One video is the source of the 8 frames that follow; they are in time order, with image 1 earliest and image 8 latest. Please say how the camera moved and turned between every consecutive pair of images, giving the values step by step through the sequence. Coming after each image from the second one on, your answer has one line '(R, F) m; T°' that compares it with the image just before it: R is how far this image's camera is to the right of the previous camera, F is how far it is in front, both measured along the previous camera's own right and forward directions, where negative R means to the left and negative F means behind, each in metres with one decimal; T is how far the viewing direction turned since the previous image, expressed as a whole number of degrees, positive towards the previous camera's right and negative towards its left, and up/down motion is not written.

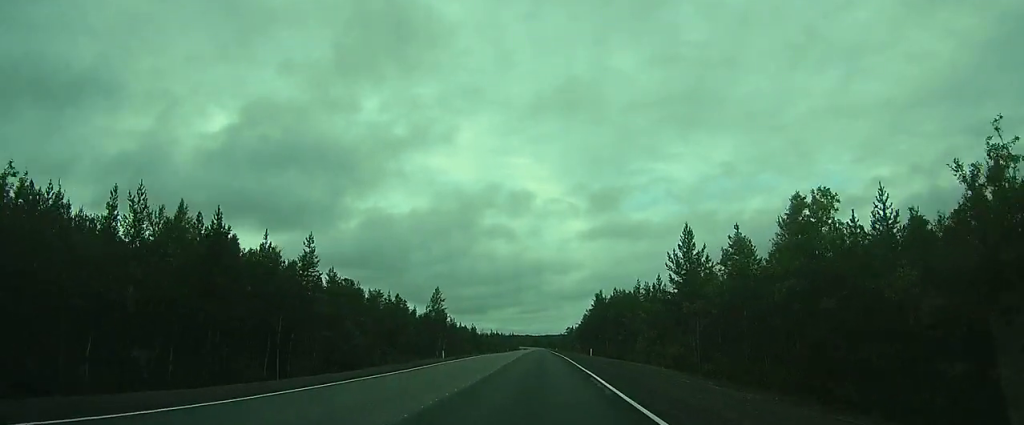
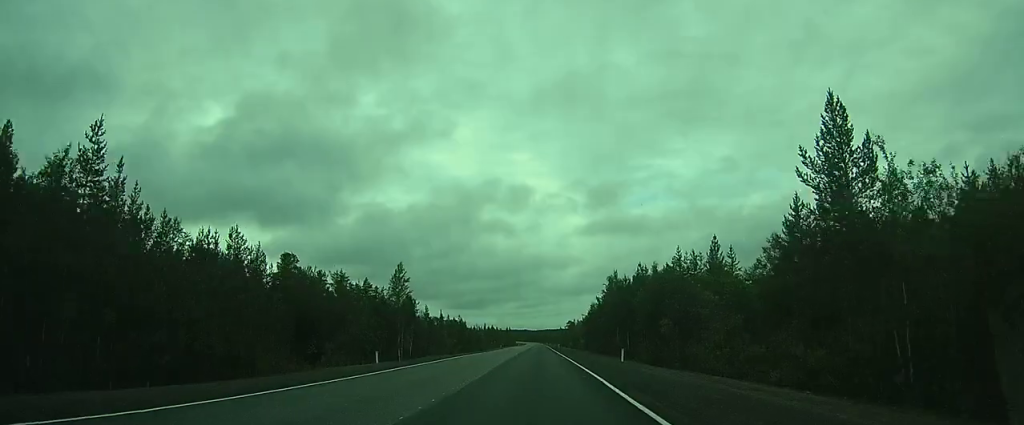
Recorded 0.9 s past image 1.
(+0.1, +20.5) m; 0°
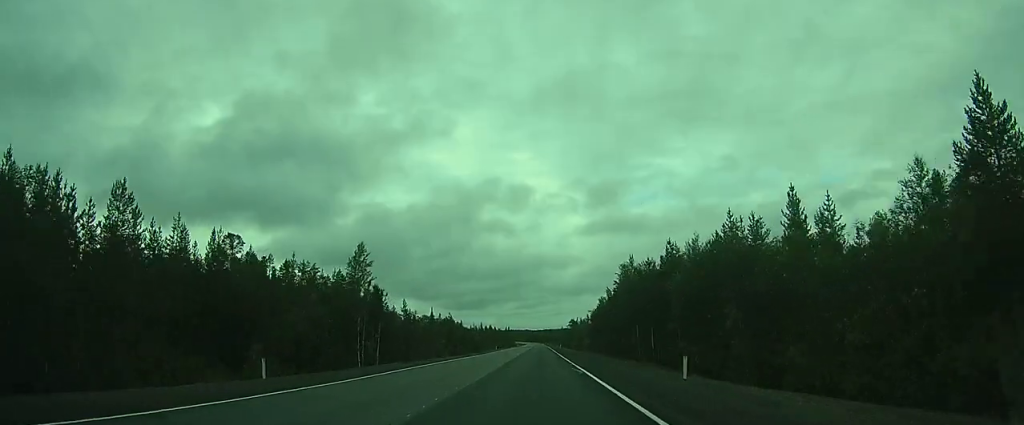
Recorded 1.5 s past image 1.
(0.0, +13.3) m; 0°
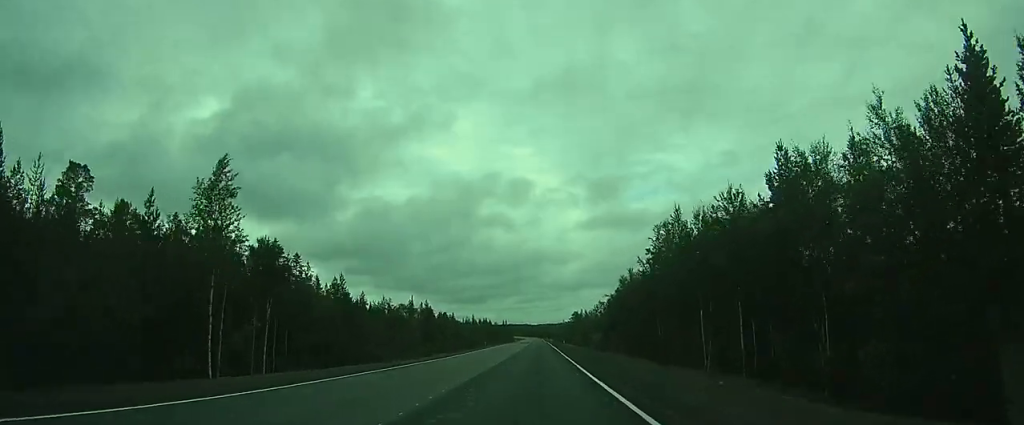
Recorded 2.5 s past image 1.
(0.0, +21.6) m; 0°
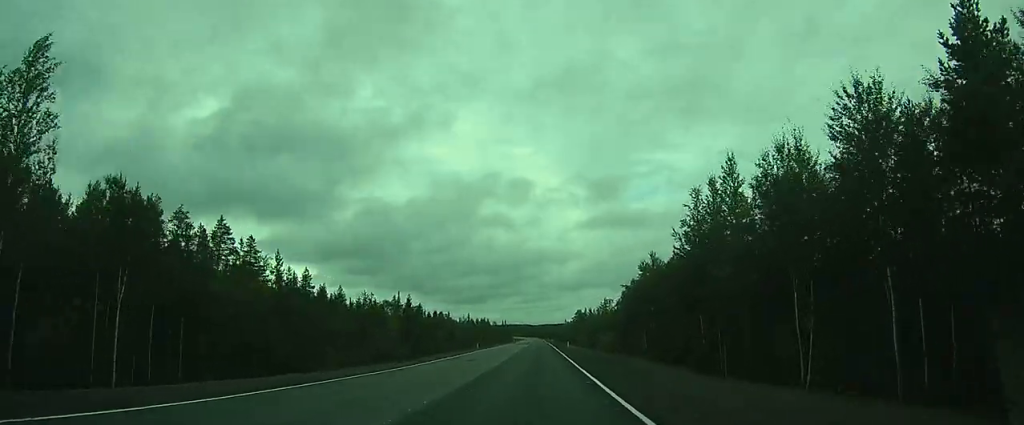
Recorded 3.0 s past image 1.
(0.0, +12.0) m; 0°
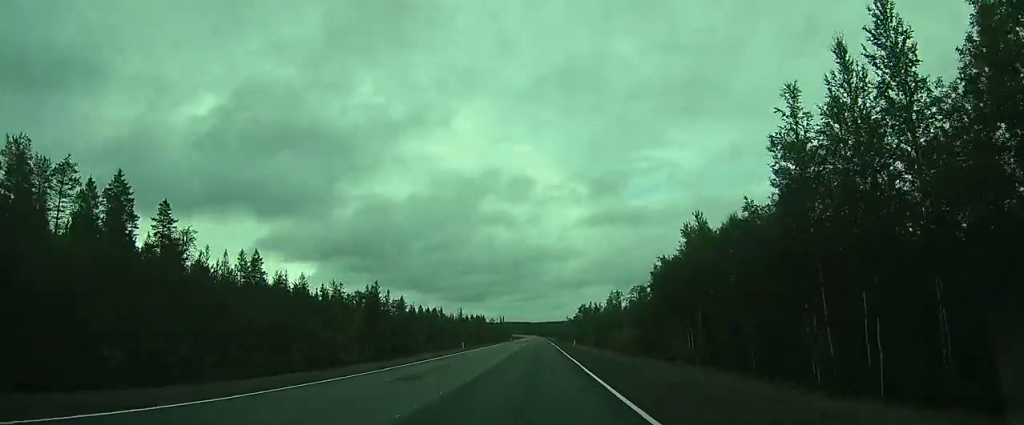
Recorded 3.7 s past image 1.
(0.0, +15.2) m; 0°
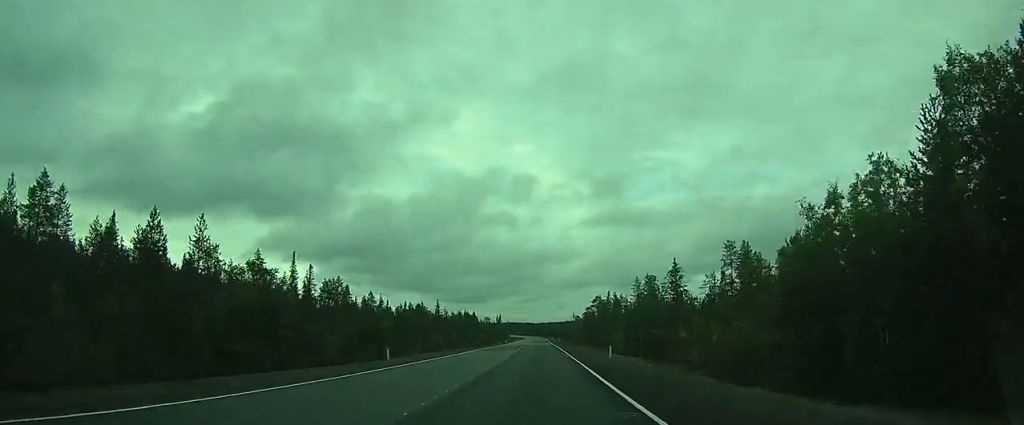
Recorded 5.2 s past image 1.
(-0.2, +33.5) m; 0°
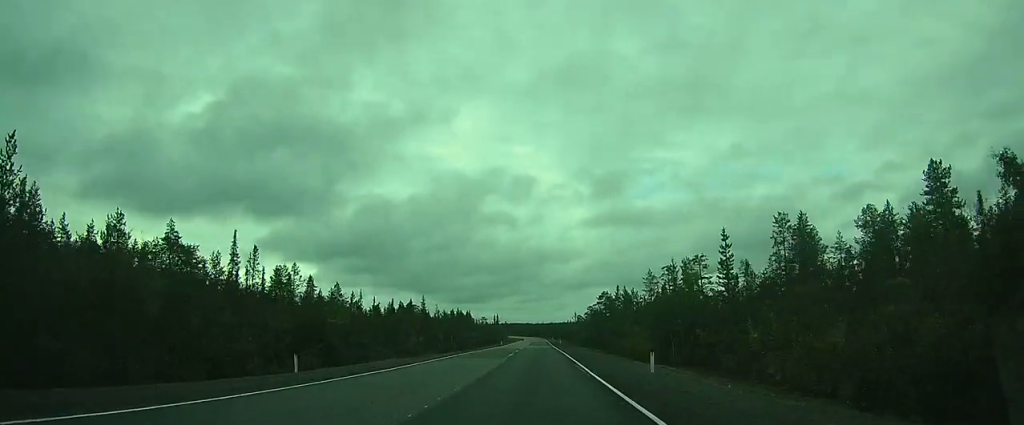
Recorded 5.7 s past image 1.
(0.0, +12.9) m; 0°
